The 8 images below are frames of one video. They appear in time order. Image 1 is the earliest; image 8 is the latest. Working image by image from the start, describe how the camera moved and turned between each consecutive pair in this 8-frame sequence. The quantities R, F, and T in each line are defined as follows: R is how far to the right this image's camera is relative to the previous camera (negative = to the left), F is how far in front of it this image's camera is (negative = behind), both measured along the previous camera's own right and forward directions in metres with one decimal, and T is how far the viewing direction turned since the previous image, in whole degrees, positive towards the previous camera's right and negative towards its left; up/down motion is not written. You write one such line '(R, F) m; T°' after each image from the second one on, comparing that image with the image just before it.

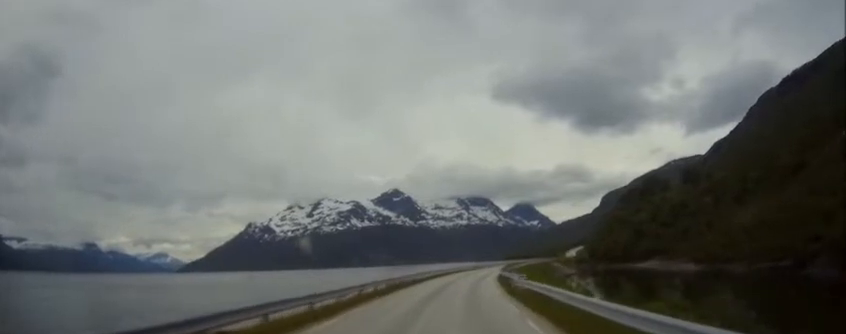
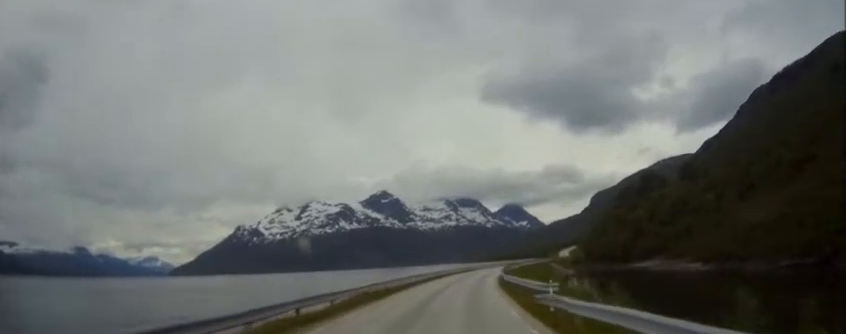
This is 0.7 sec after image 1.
(0.0, +13.1) m; +2°
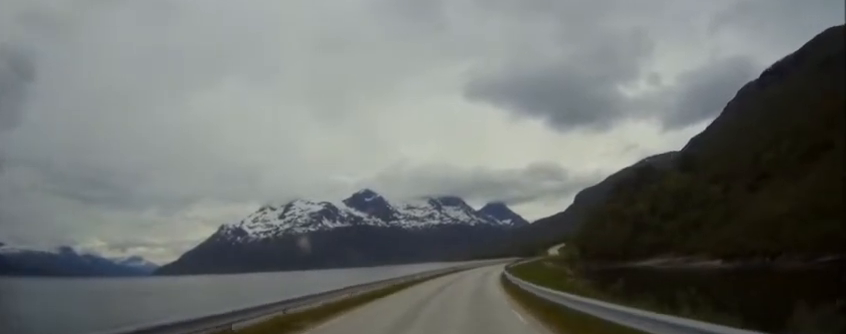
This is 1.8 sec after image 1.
(+0.5, +19.5) m; +2°
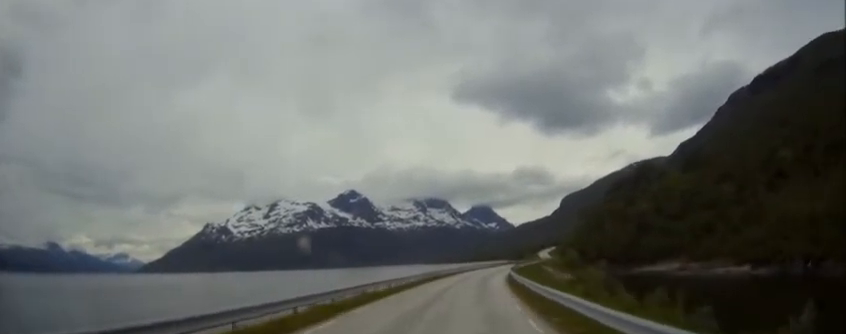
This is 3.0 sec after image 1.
(0.0, +20.7) m; +1°
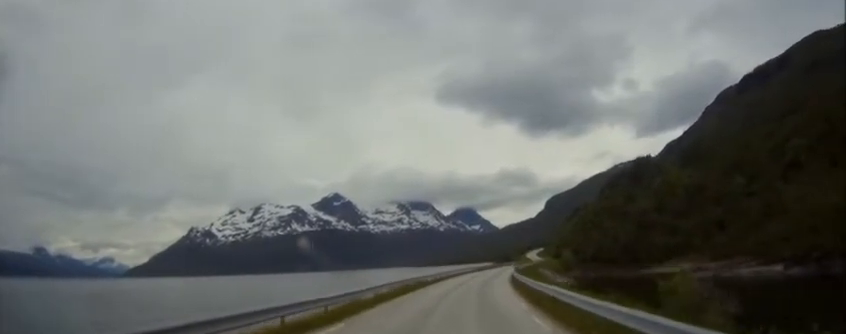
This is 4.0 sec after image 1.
(+0.2, +17.3) m; +2°
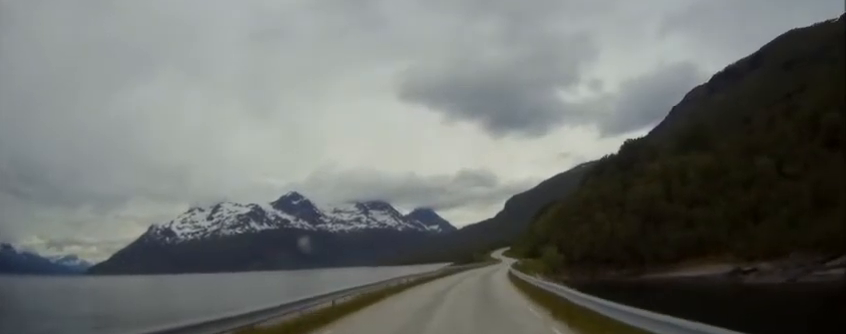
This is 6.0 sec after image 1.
(+1.2, +37.6) m; +3°
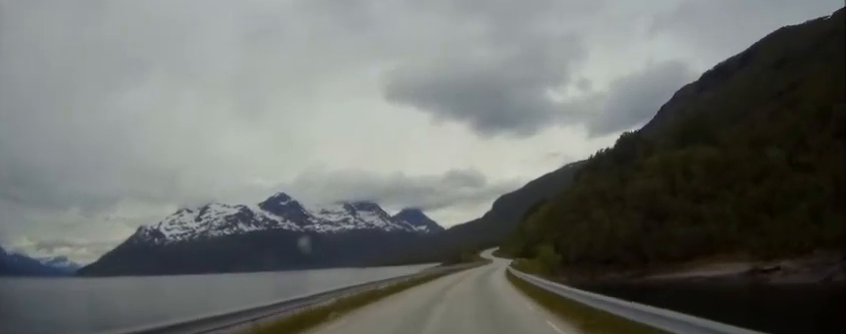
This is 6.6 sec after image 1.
(0.0, +10.5) m; +1°
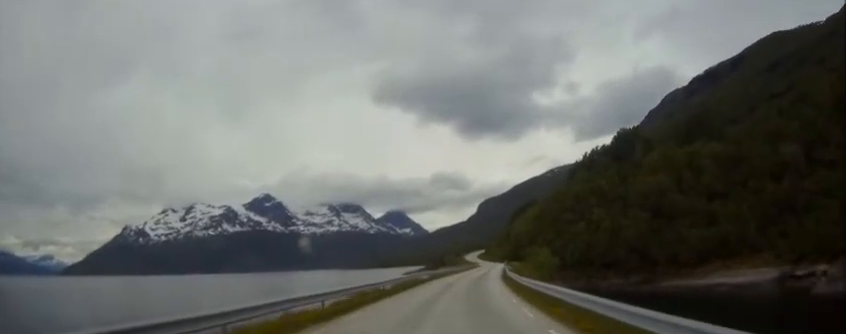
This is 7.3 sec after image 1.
(+0.3, +13.1) m; +3°
